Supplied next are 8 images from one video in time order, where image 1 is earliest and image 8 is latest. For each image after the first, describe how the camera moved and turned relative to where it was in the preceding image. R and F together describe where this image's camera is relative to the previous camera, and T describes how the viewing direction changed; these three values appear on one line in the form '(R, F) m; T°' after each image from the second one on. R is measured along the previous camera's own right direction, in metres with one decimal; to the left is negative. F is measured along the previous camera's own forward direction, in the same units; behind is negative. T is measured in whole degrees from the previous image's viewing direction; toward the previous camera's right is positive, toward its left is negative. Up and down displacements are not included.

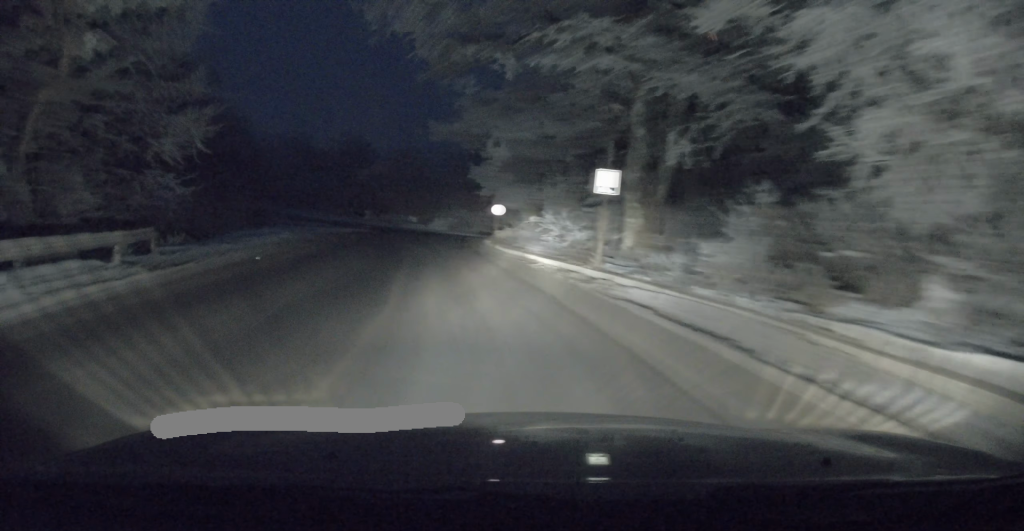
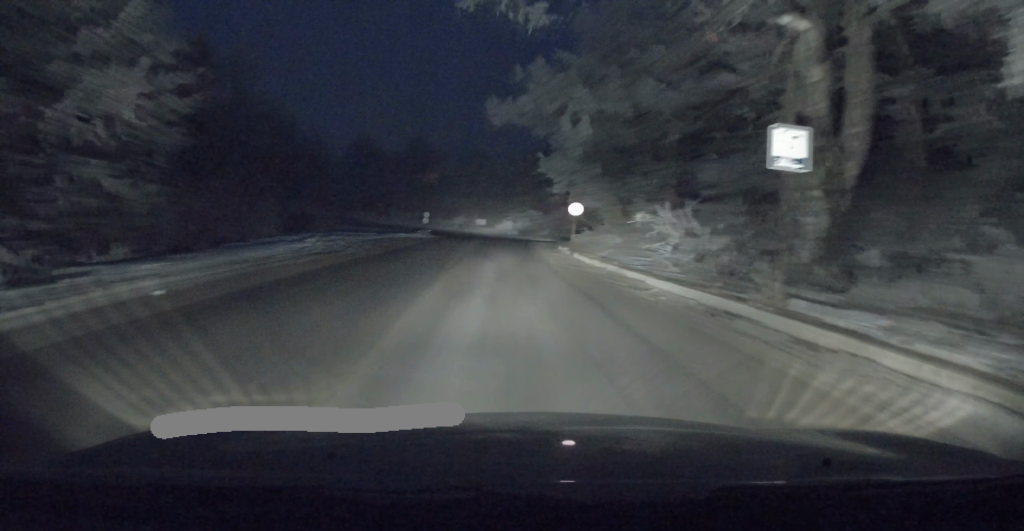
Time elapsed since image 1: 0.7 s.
(-0.4, +8.1) m; -3°
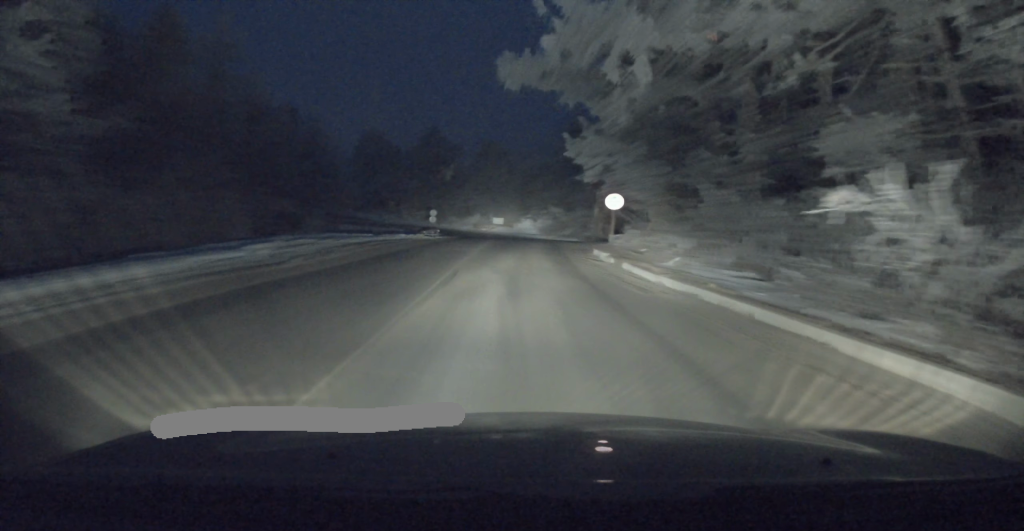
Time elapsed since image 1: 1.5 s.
(-0.3, +8.4) m; -2°
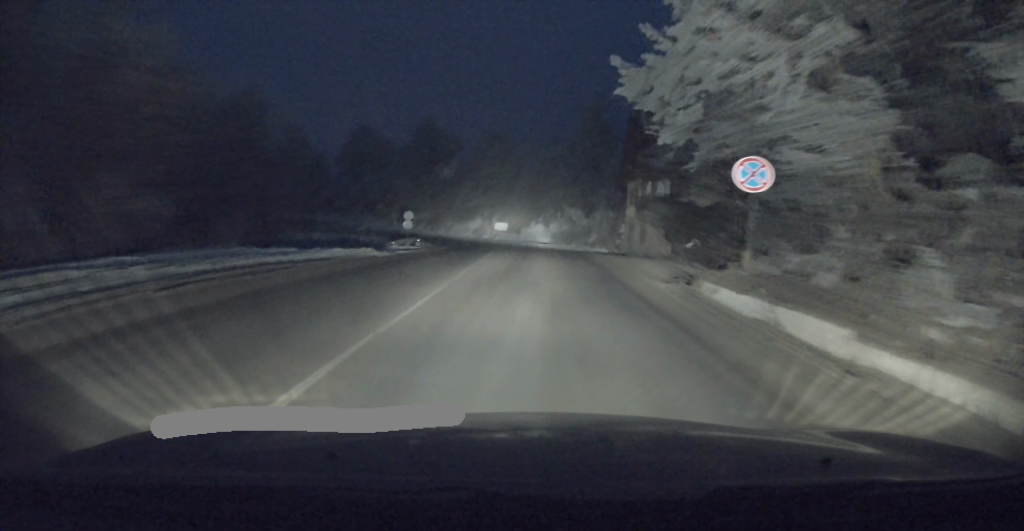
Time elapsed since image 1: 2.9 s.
(-0.3, +16.1) m; -1°
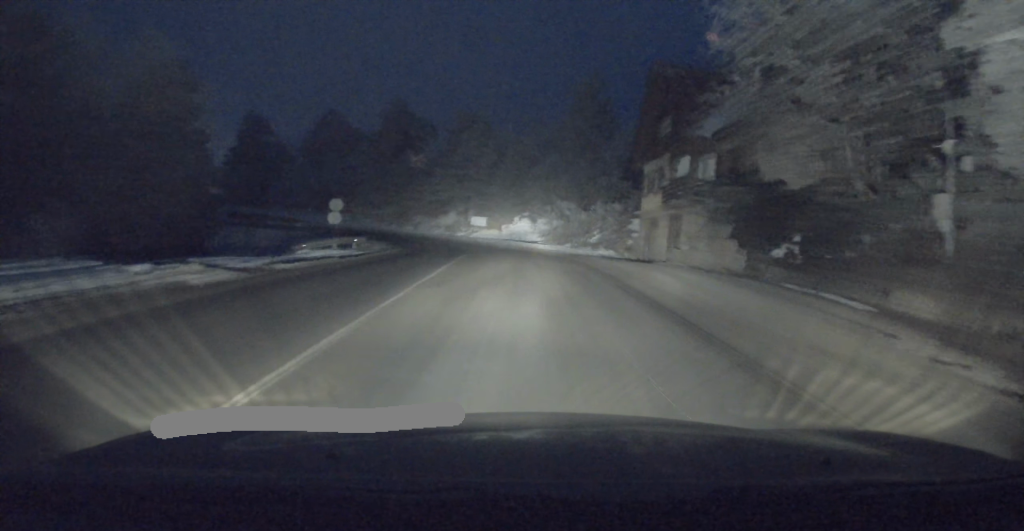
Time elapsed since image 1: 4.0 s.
(0.0, +12.9) m; +1°
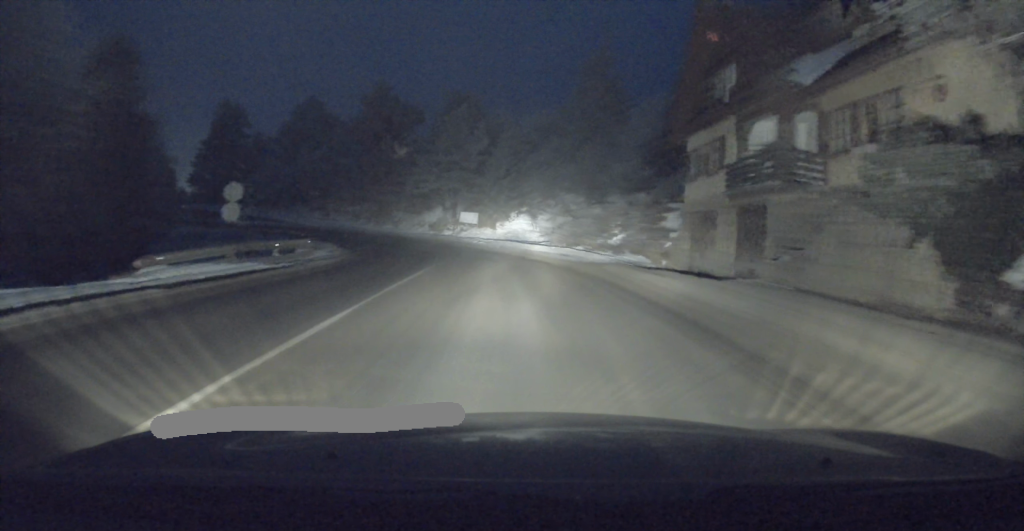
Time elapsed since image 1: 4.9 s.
(+0.2, +9.9) m; +1°
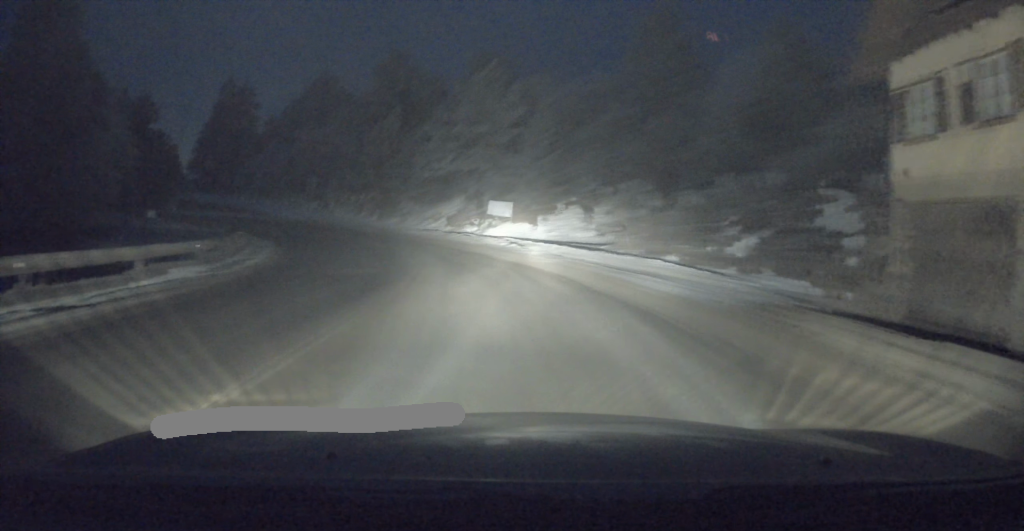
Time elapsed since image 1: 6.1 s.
(-0.2, +13.1) m; -4°
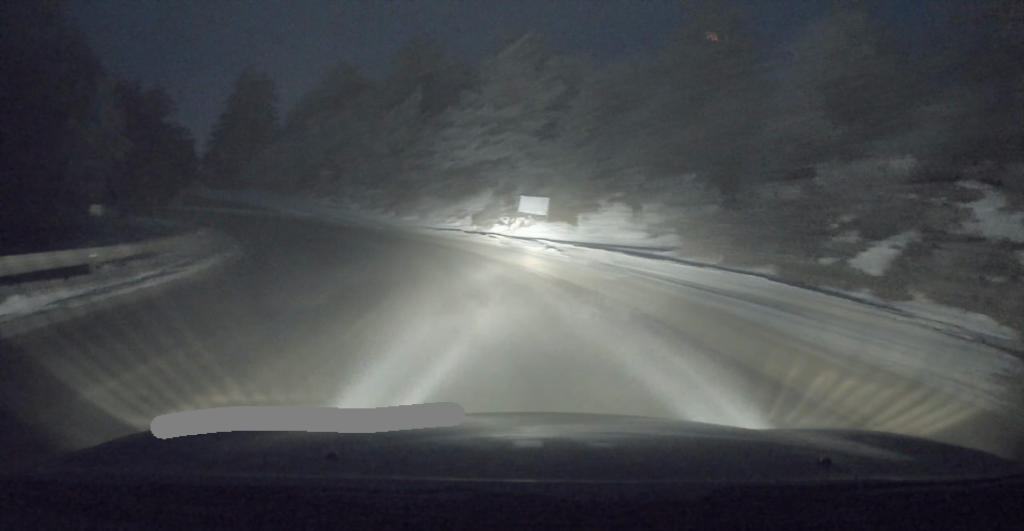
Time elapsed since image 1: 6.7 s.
(-0.1, +5.6) m; -5°
